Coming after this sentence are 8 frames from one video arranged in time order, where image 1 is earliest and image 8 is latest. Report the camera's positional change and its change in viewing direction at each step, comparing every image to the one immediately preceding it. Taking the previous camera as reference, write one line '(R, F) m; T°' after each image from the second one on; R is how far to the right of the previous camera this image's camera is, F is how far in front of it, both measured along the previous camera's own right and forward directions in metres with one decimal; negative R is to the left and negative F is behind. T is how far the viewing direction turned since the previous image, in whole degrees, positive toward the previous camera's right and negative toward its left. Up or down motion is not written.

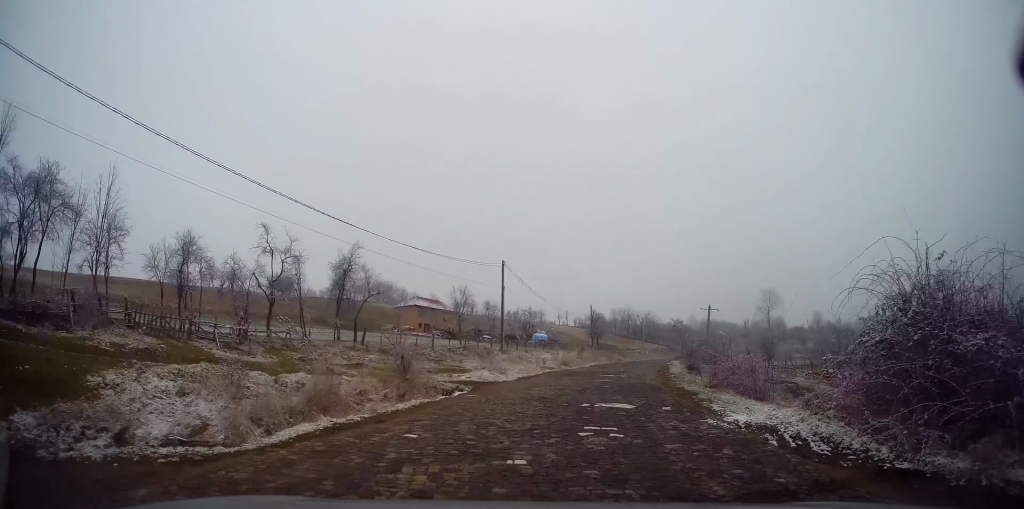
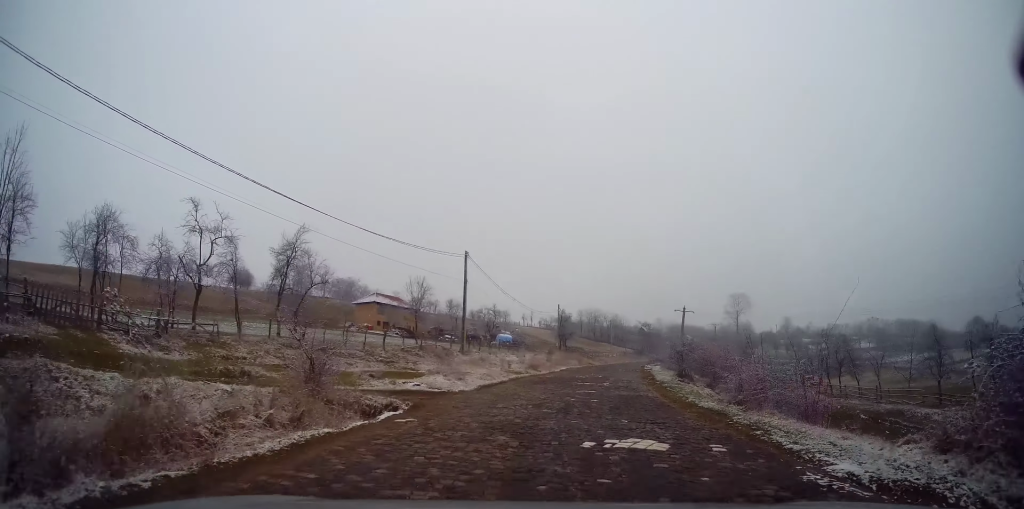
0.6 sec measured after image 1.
(0.0, +4.5) m; +4°
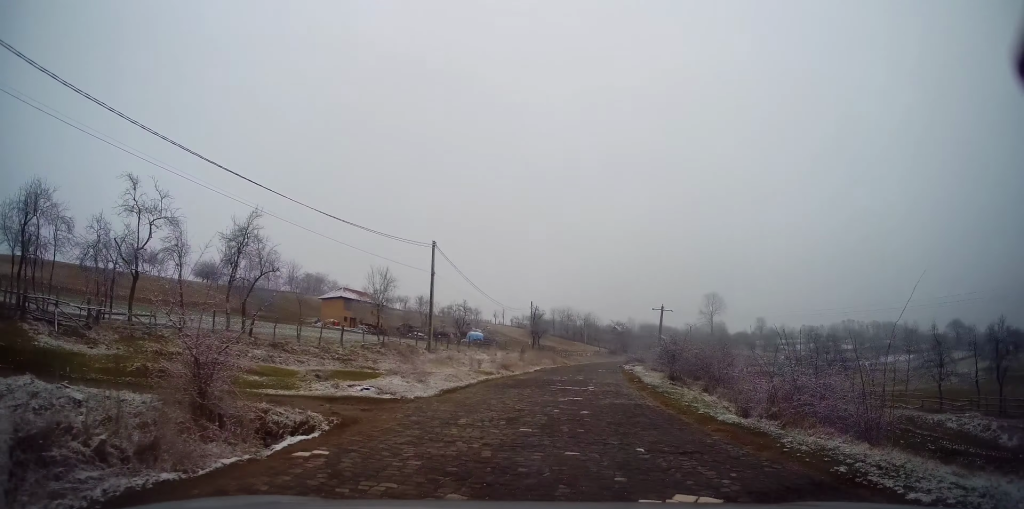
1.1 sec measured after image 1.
(+0.4, +3.1) m; +1°
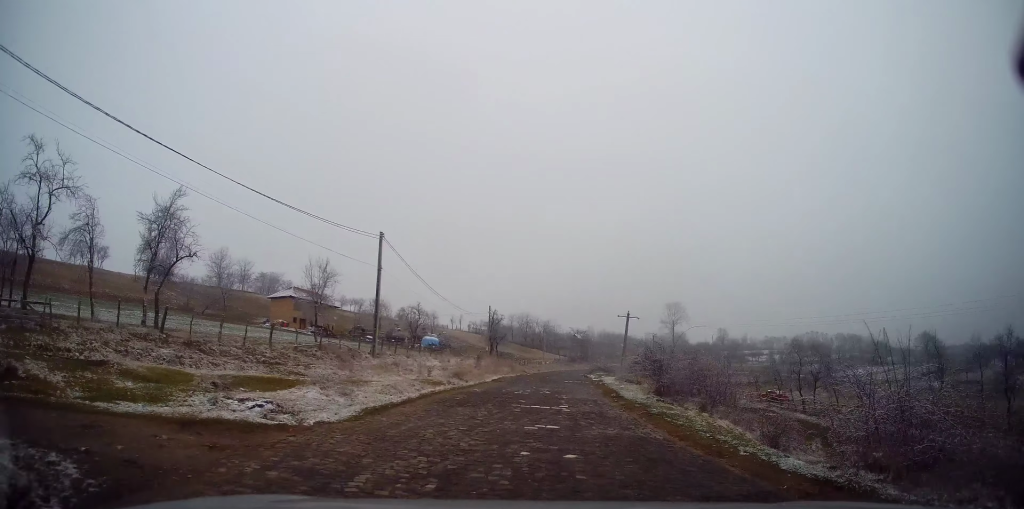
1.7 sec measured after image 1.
(+0.2, +4.4) m; +2°
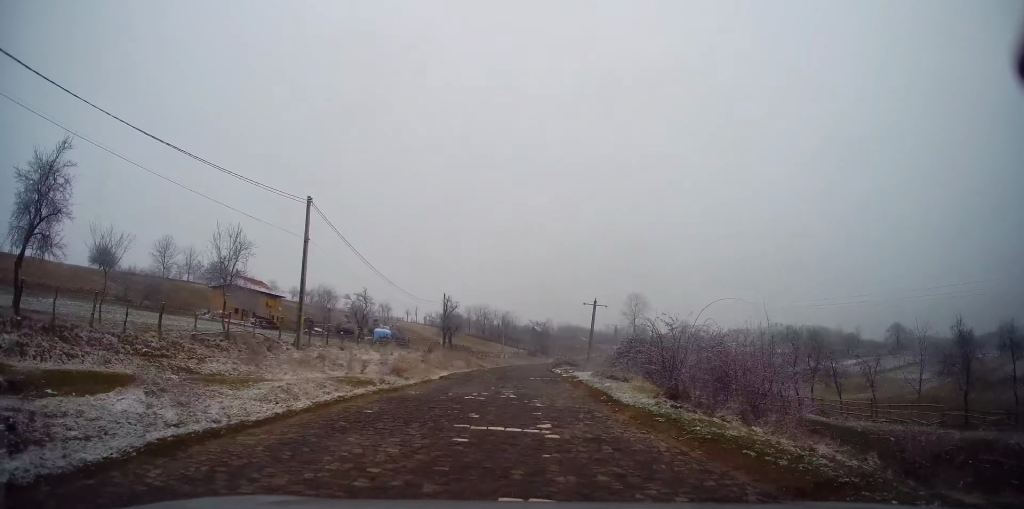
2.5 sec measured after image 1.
(-0.4, +6.4) m; +2°
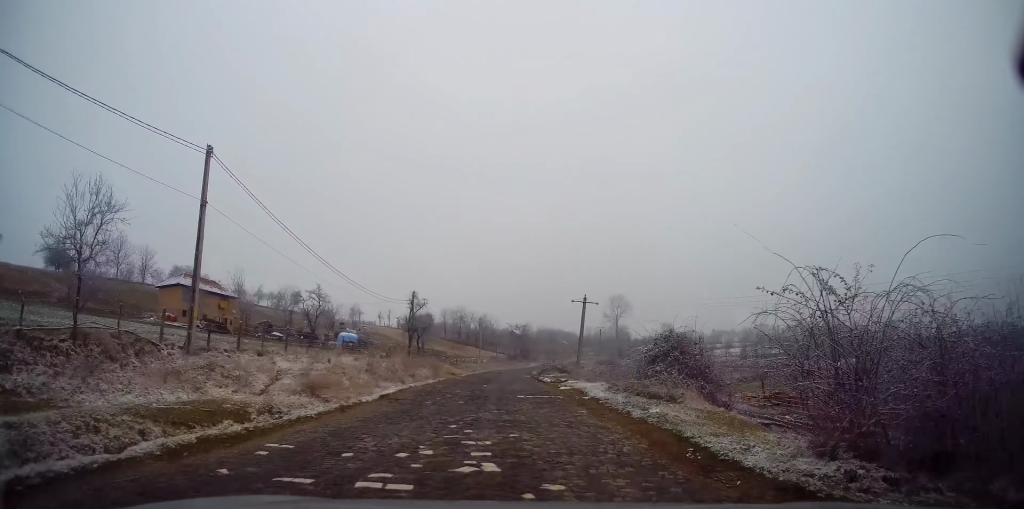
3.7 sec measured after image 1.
(+0.9, +8.9) m; +6°
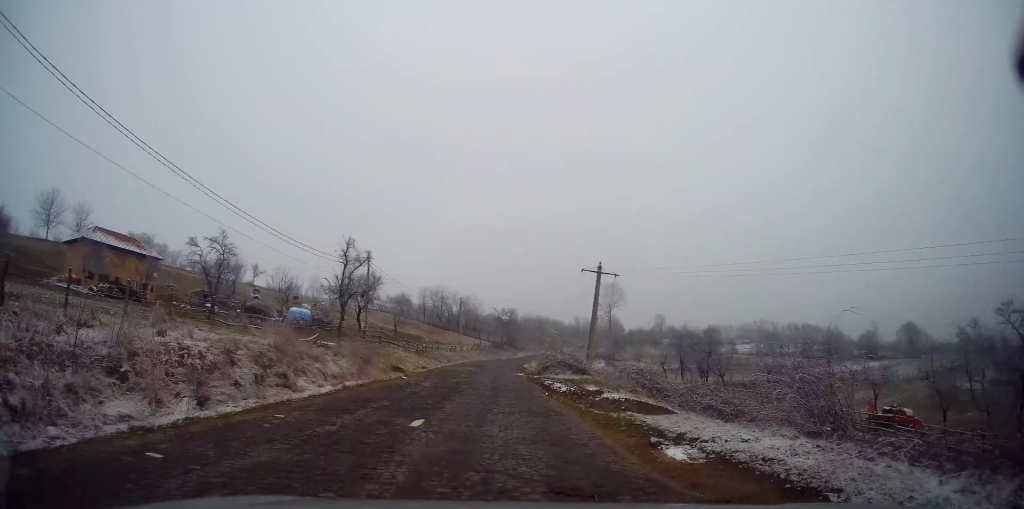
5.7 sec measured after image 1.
(+0.1, +16.3) m; +1°
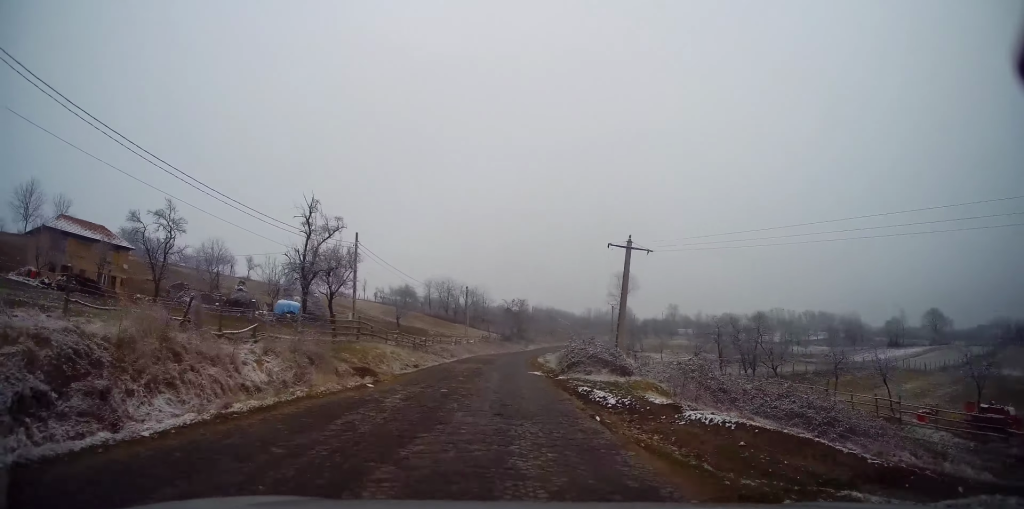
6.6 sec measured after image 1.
(+0.1, +7.3) m; 0°
